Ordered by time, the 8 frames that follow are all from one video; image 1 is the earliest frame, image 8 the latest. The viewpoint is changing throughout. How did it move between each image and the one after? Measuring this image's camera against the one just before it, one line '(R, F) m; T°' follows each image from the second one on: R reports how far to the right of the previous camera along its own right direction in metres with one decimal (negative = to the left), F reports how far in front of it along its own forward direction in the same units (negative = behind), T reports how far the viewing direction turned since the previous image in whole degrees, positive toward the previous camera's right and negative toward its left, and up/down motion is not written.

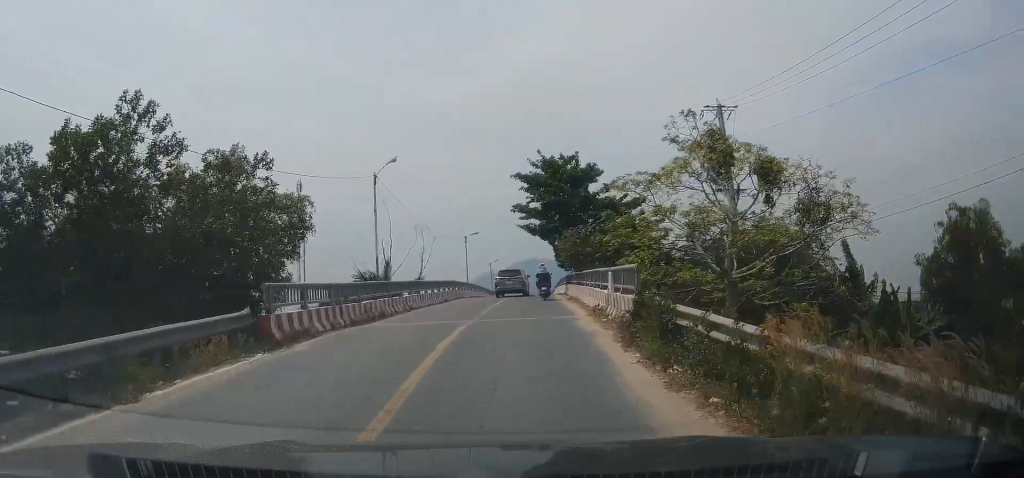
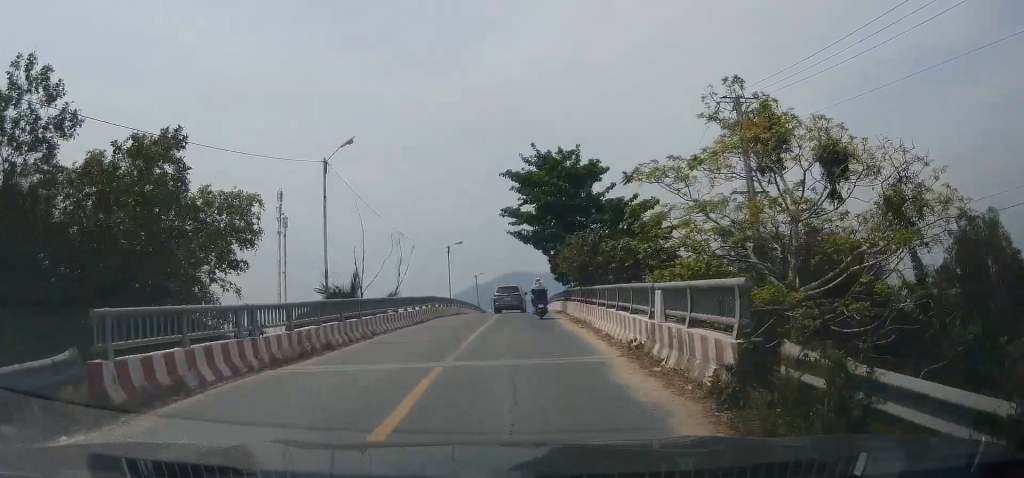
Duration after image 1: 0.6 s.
(-0.1, +6.1) m; 0°
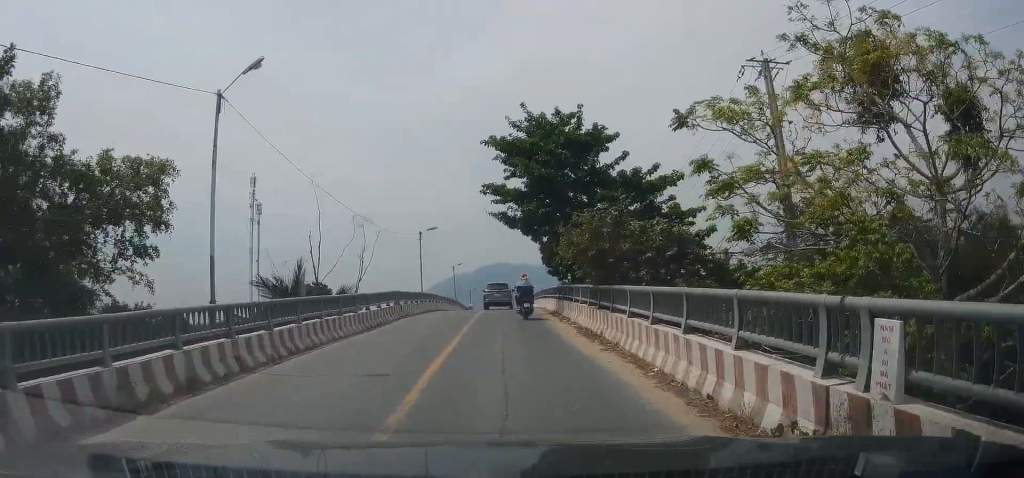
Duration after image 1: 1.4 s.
(-0.2, +7.1) m; +1°
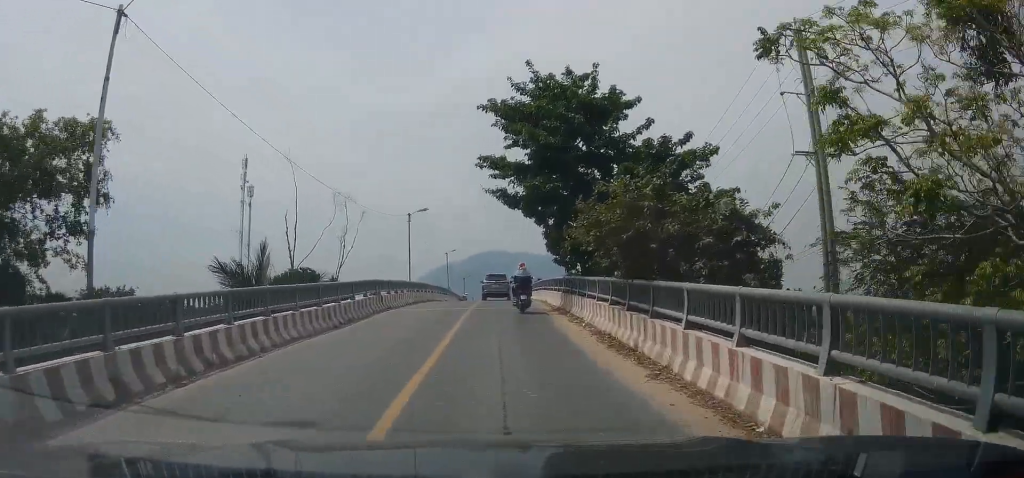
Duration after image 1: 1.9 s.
(+0.2, +4.3) m; +2°
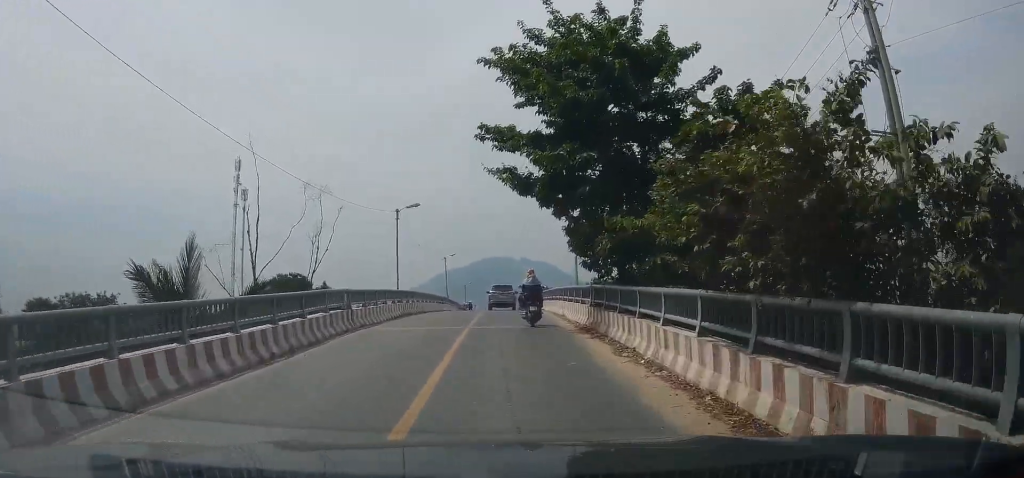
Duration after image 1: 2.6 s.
(+0.2, +6.7) m; +2°
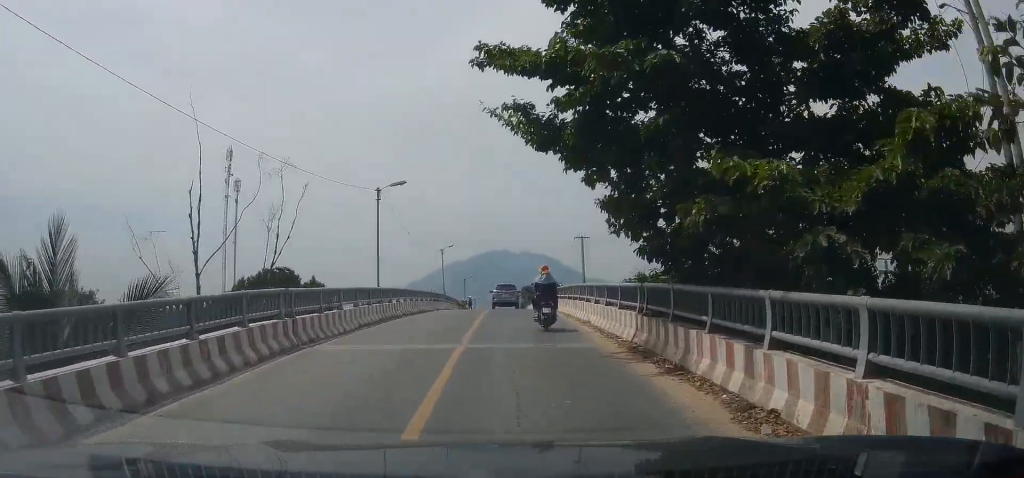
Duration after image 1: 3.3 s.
(+0.1, +6.1) m; +1°
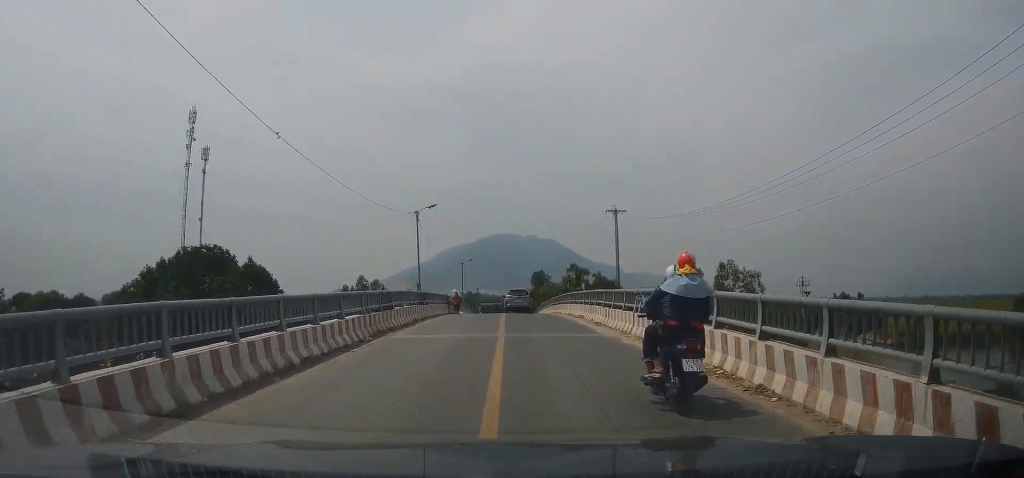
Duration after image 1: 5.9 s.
(+0.7, +21.0) m; 0°
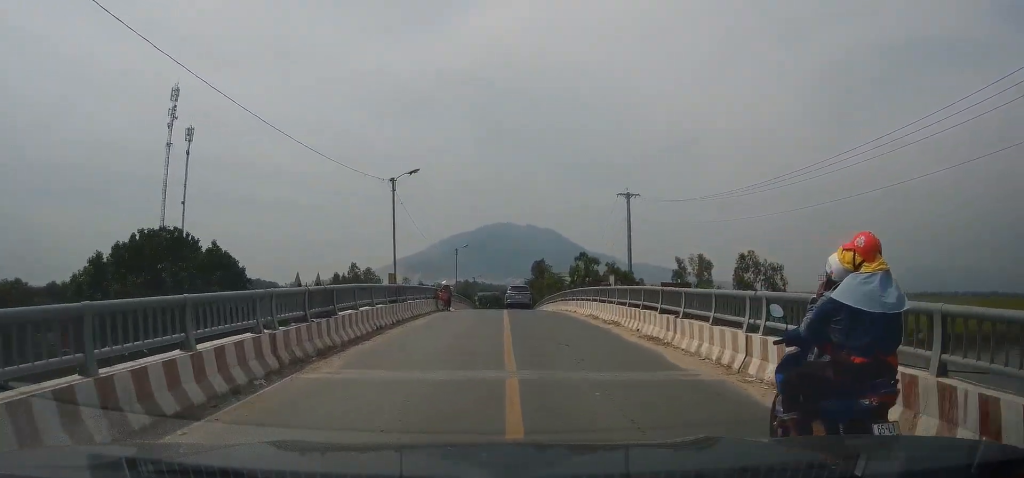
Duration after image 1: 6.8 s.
(0.0, +7.1) m; +1°
